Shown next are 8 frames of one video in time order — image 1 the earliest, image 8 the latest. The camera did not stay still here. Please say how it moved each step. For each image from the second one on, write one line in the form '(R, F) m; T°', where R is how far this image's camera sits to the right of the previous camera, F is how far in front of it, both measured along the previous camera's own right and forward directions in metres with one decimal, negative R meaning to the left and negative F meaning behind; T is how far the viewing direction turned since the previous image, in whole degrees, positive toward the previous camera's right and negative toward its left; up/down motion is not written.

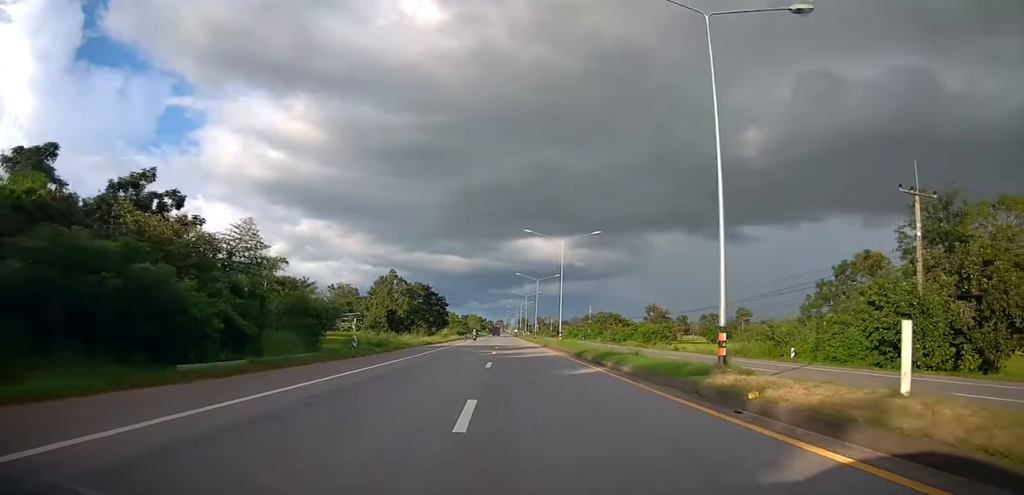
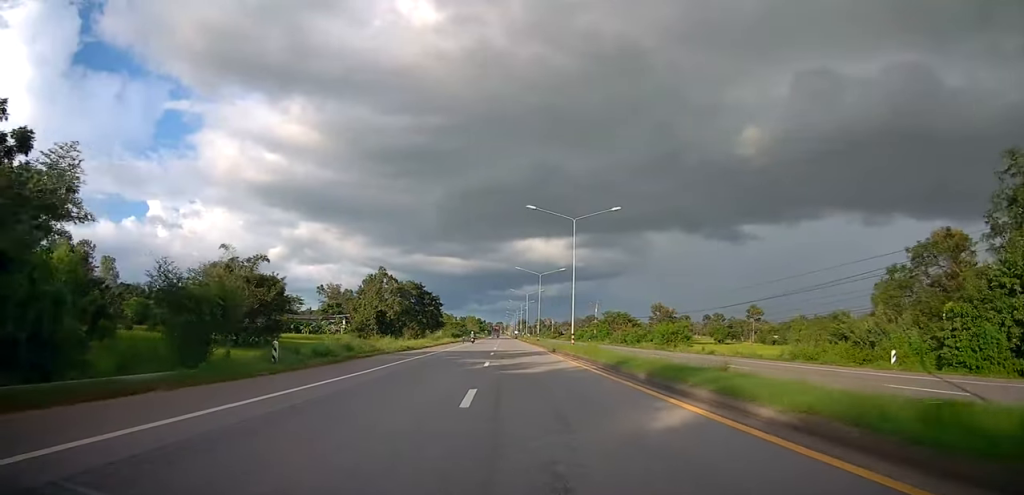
(0.0, +9.5) m; 0°
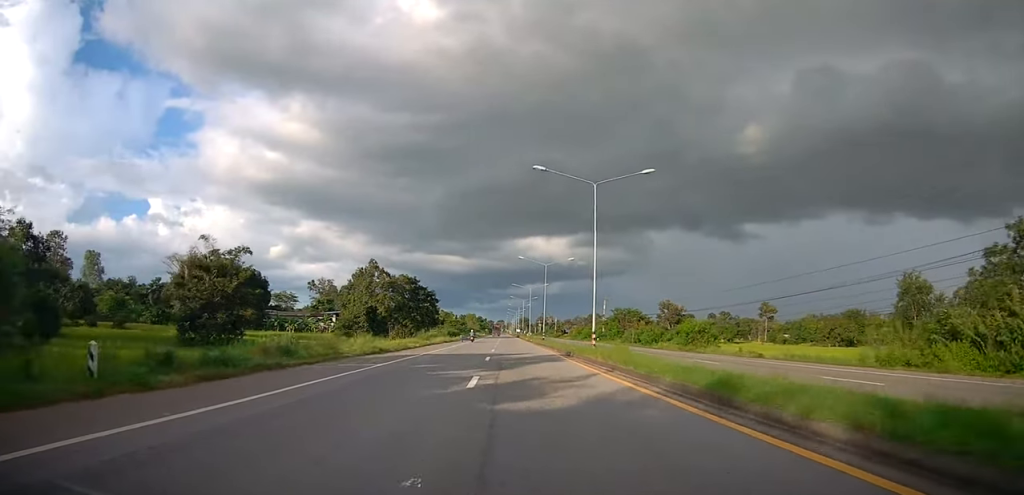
(0.0, +8.9) m; 0°
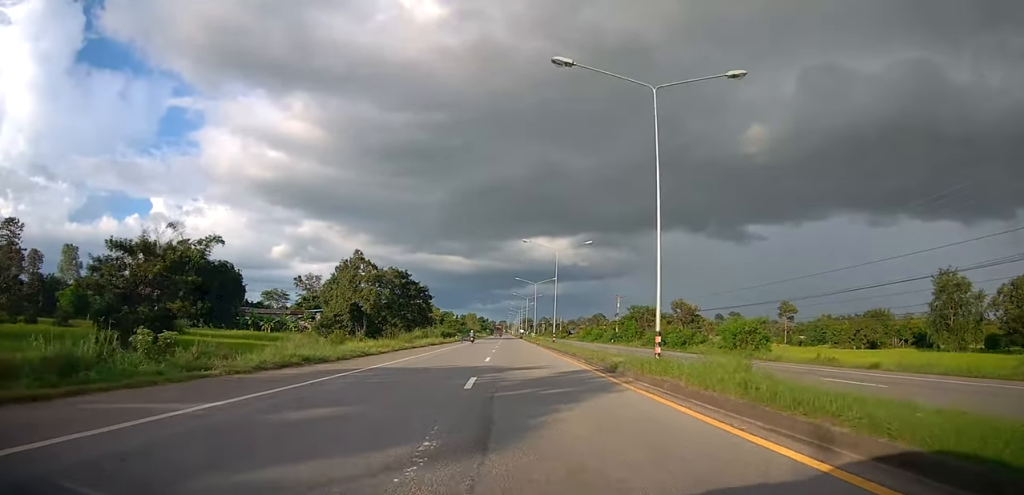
(-0.2, +12.1) m; +1°
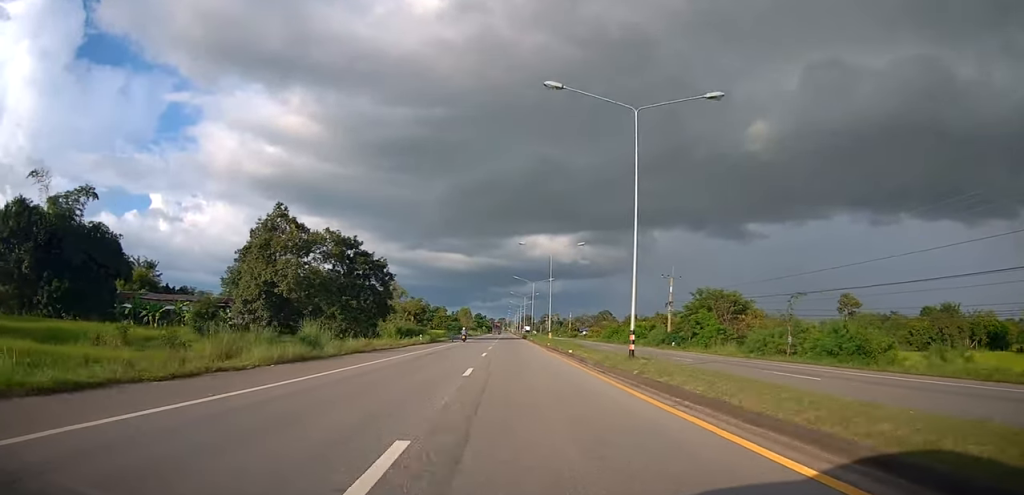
(+0.3, +33.2) m; -1°
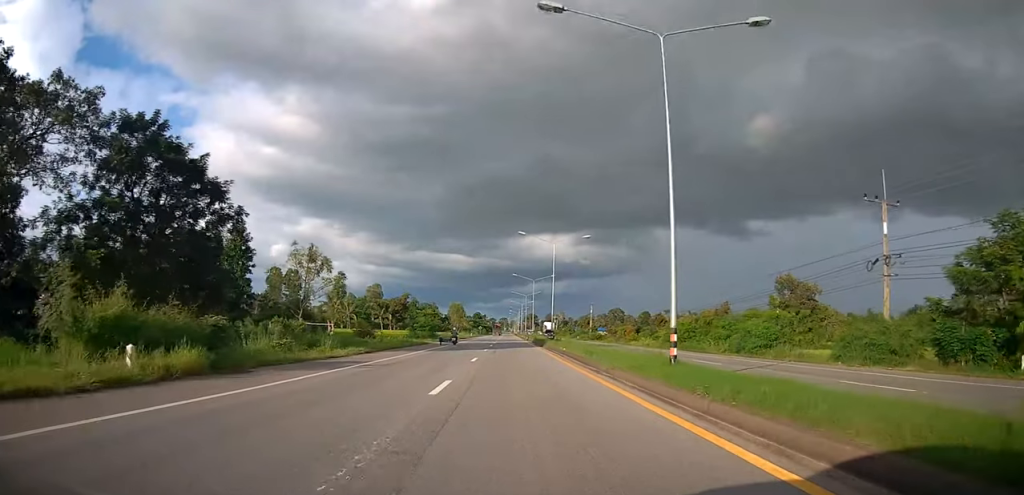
(-0.6, +40.7) m; 0°
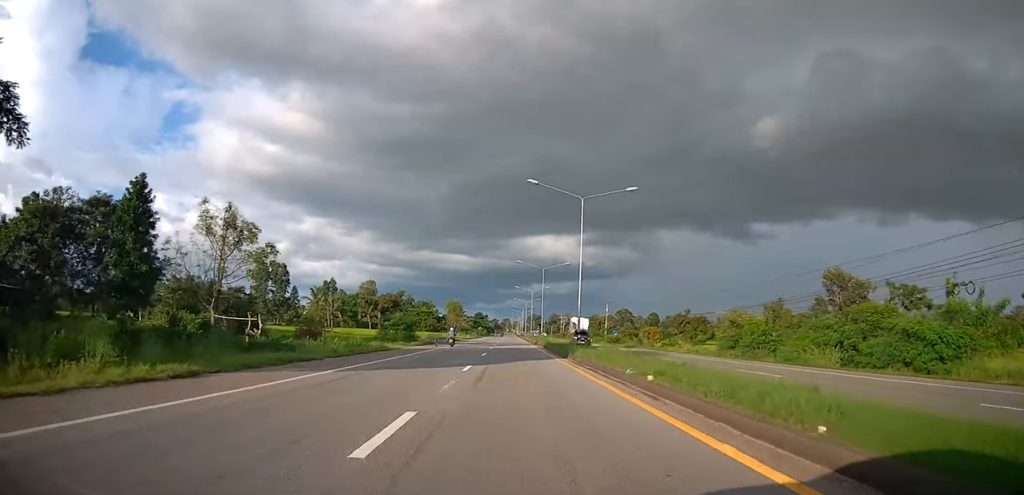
(+0.5, +17.4) m; 0°
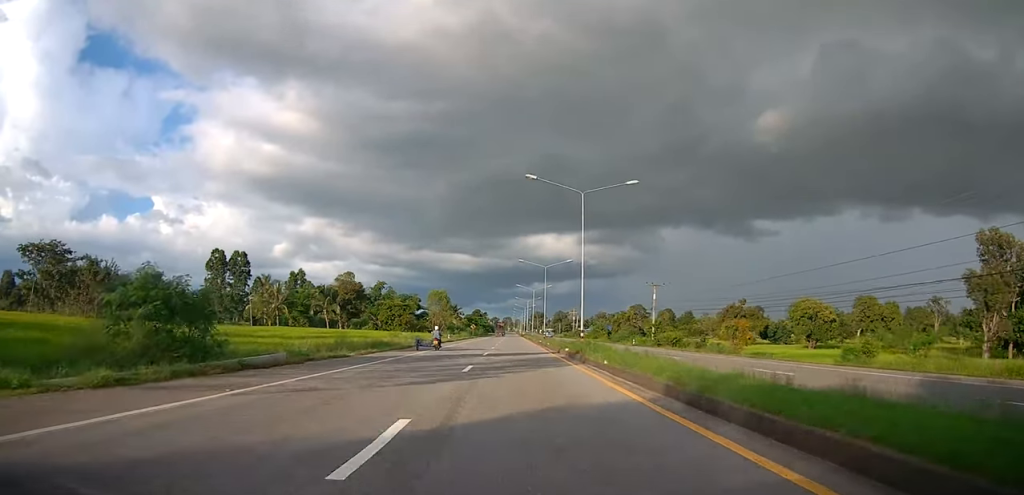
(-1.2, +37.0) m; -1°
